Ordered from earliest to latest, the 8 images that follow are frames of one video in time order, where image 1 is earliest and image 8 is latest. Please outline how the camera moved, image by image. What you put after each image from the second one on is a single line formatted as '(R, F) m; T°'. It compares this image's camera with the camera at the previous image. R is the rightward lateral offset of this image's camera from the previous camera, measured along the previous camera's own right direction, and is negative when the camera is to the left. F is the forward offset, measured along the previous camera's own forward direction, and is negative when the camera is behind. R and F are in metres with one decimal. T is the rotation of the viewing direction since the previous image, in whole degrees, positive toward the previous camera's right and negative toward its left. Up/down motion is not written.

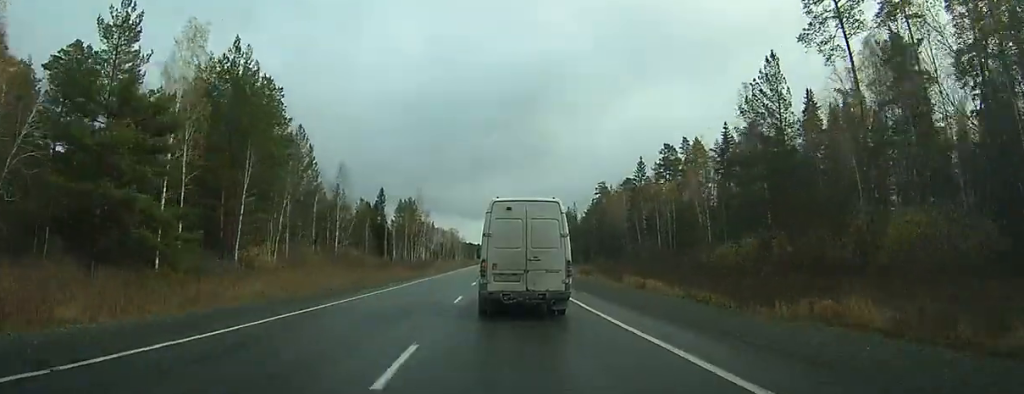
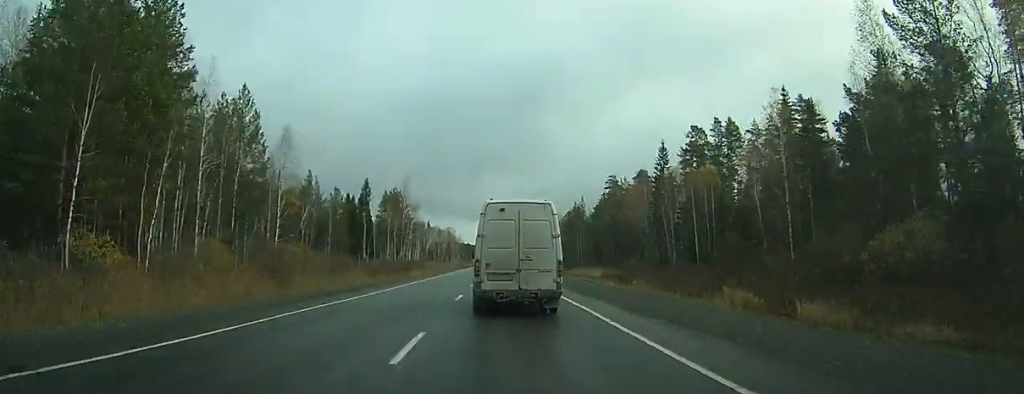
(+0.2, +22.5) m; +1°
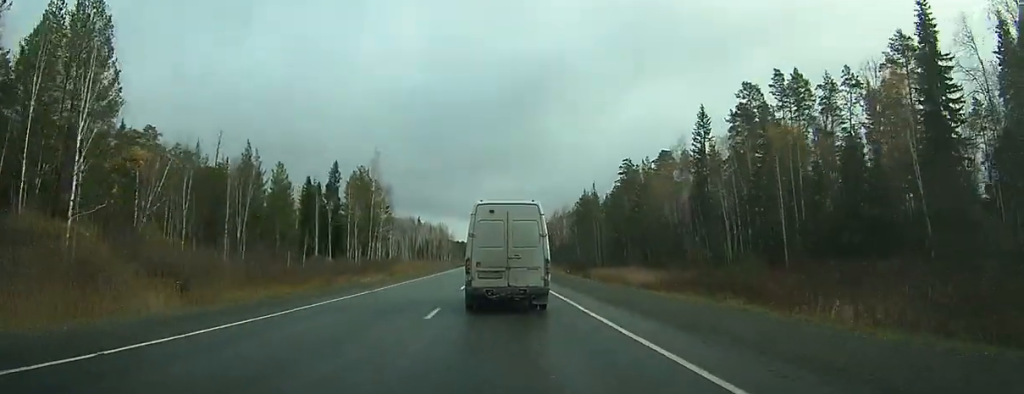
(+0.3, +30.0) m; +1°
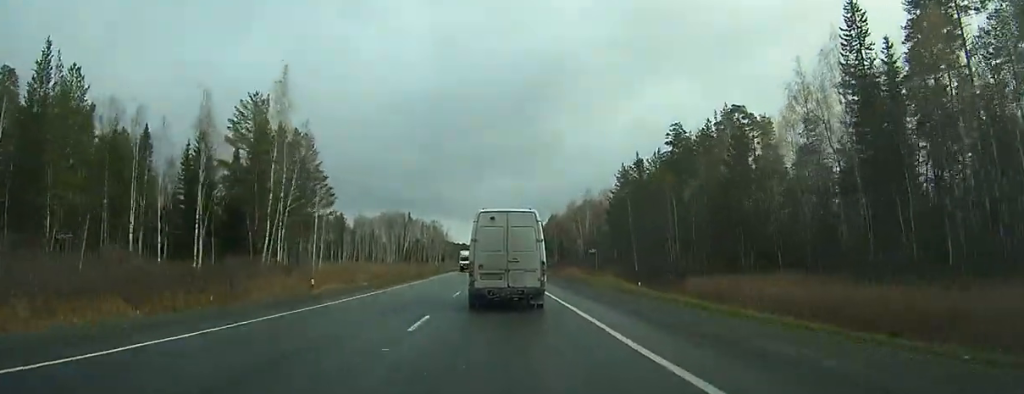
(+0.2, +47.8) m; 0°
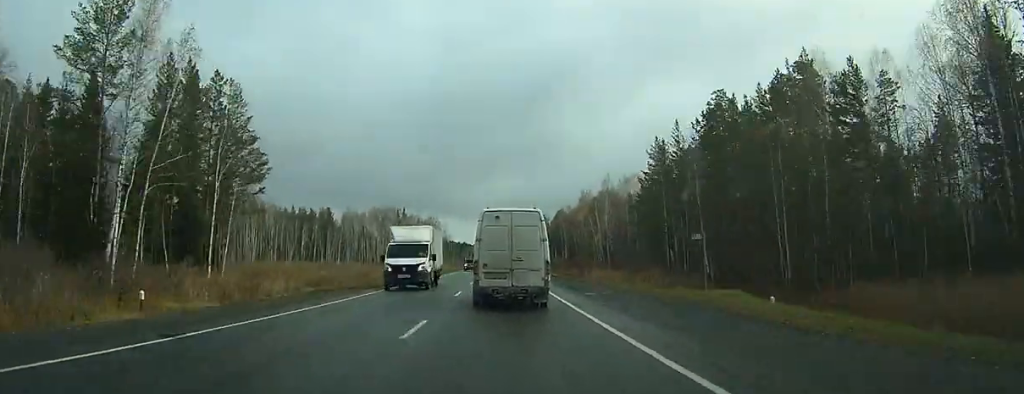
(-0.1, +26.1) m; -1°
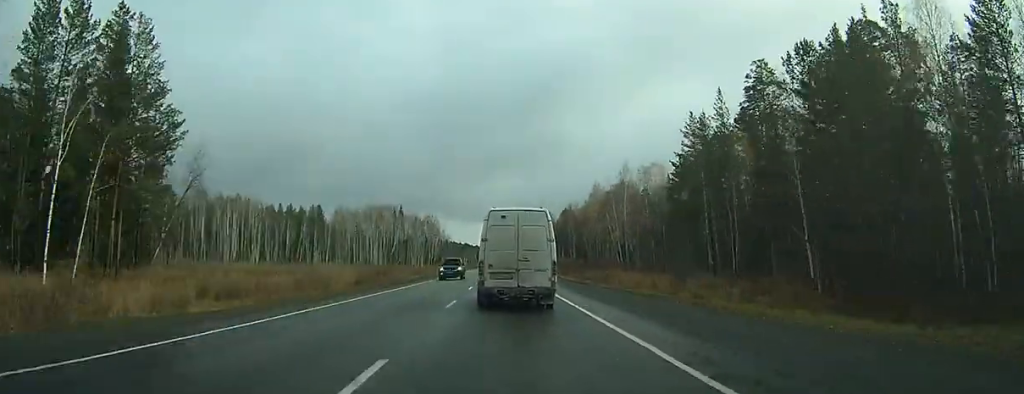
(0.0, +17.6) m; 0°
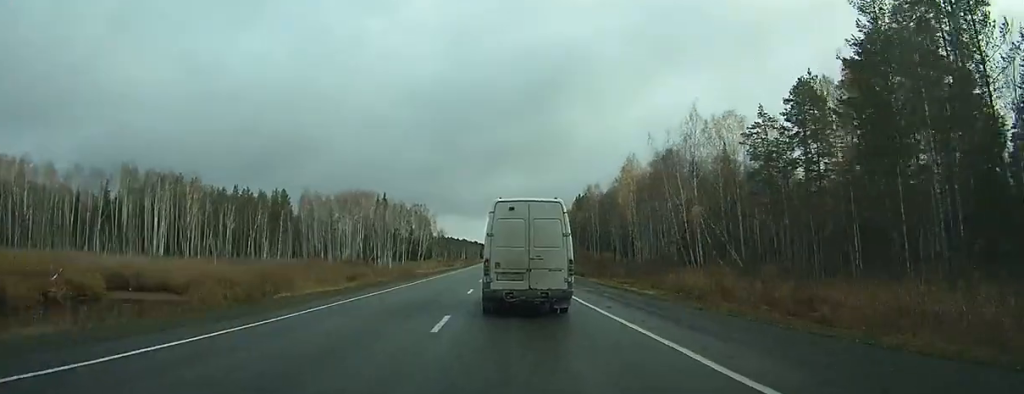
(-0.3, +41.1) m; 0°
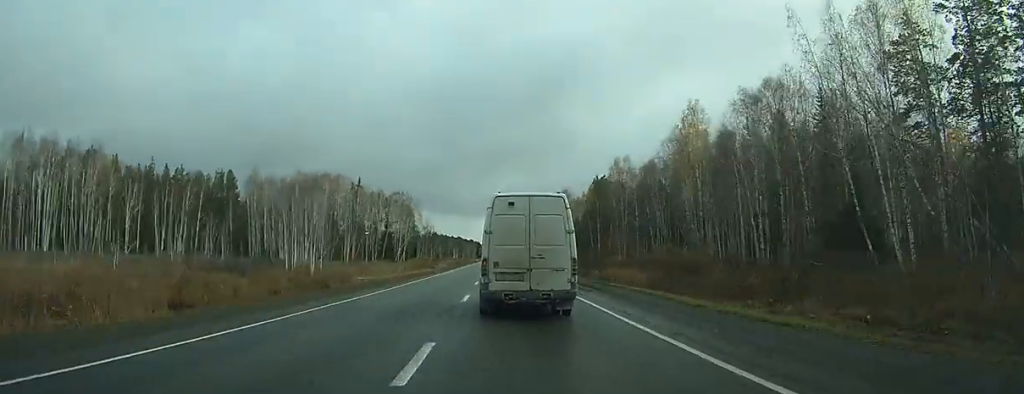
(0.0, +39.4) m; 0°
